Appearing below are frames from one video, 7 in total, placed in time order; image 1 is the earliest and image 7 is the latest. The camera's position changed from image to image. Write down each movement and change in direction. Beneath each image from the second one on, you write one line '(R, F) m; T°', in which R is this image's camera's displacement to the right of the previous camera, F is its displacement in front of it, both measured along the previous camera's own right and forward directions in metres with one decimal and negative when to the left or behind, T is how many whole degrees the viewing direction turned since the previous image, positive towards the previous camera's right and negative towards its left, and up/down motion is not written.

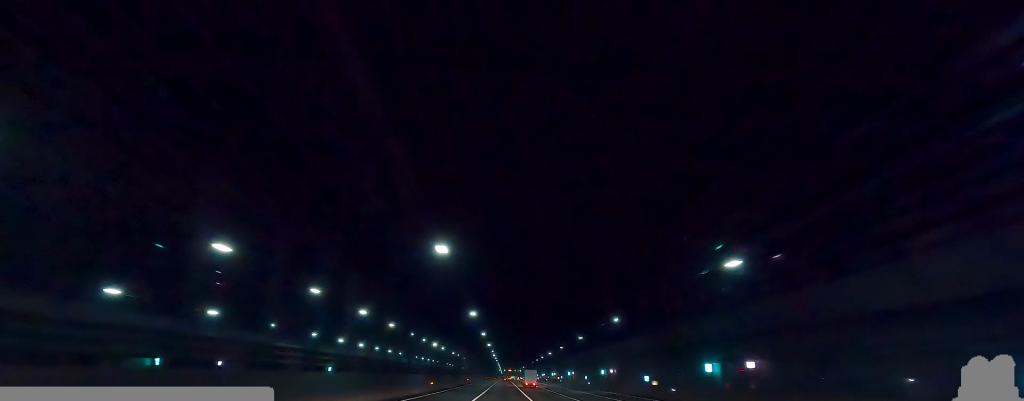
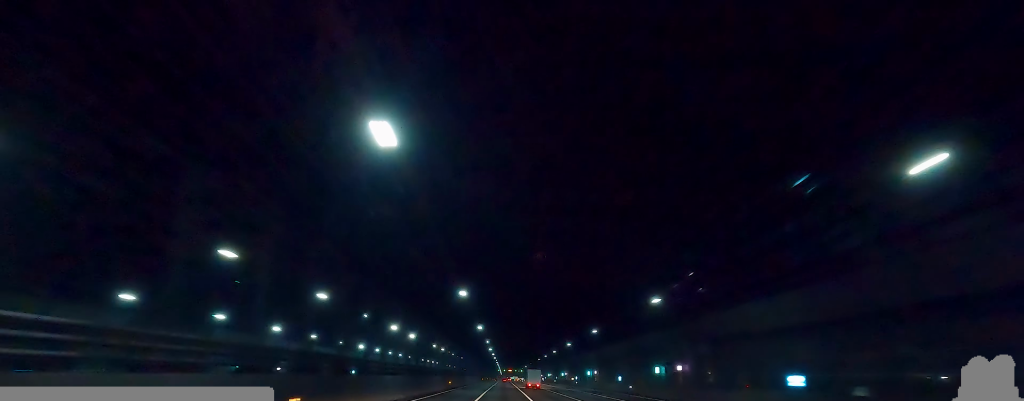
(+0.2, +32.3) m; -3°
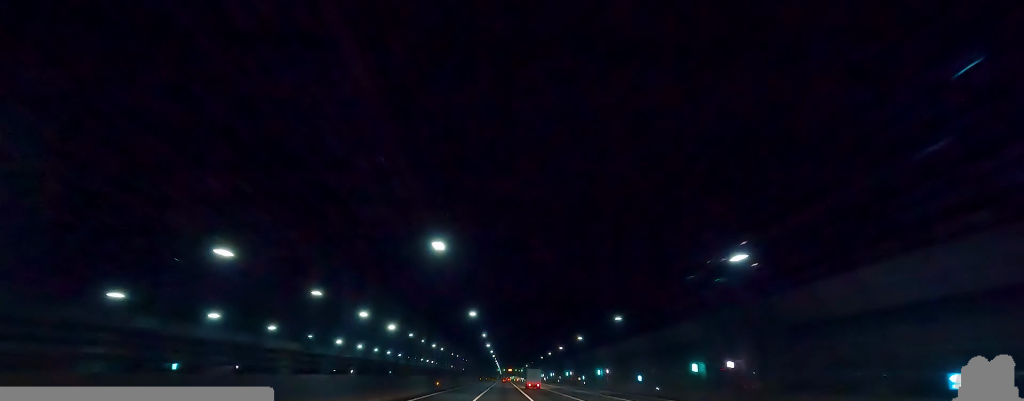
(-0.4, +11.7) m; -1°
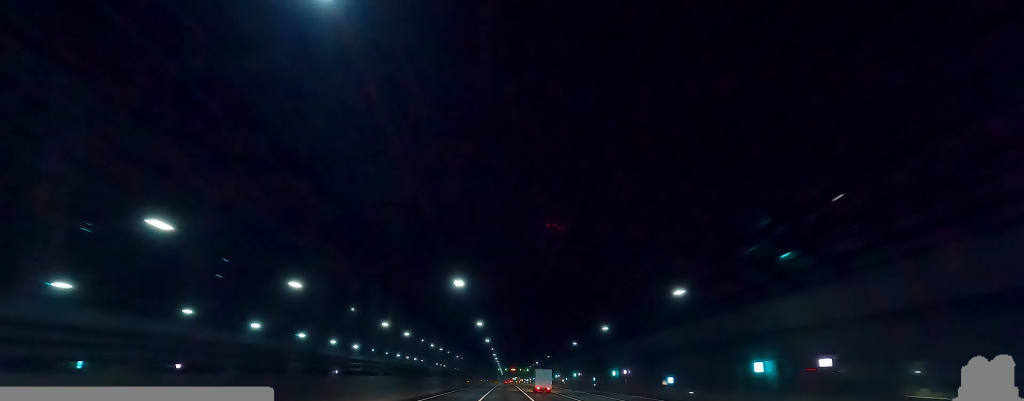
(-0.6, +59.2) m; 0°
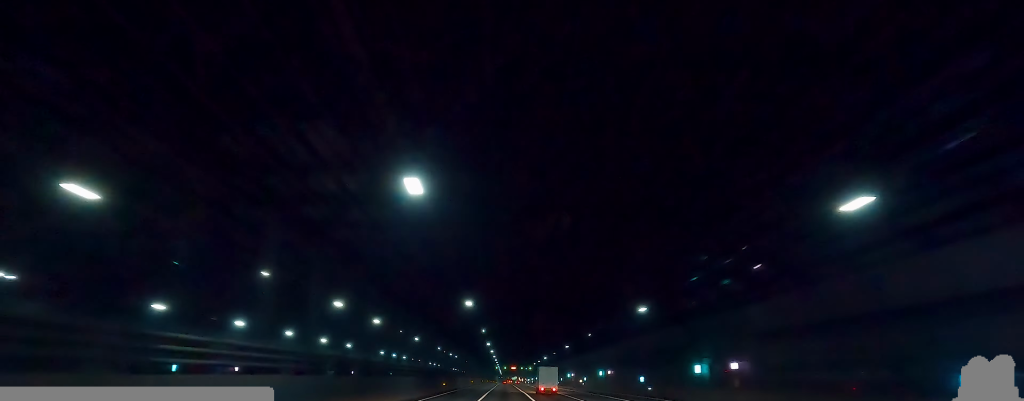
(+0.5, +37.0) m; +3°
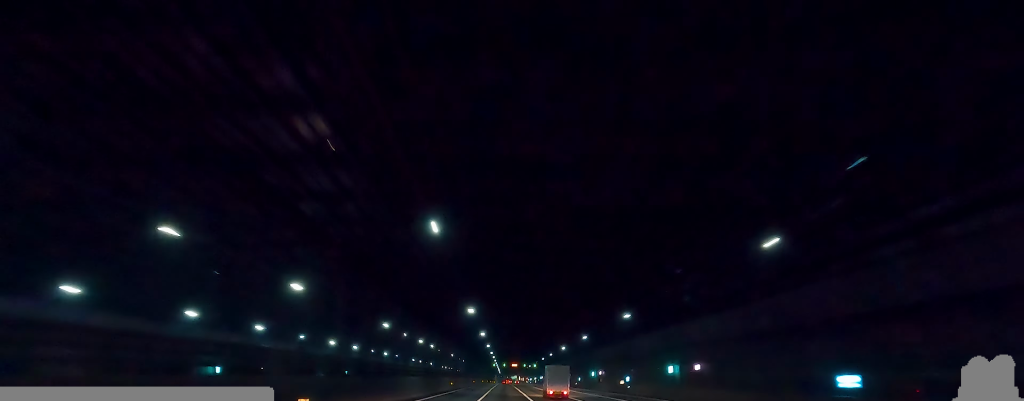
(+0.2, +41.1) m; 0°
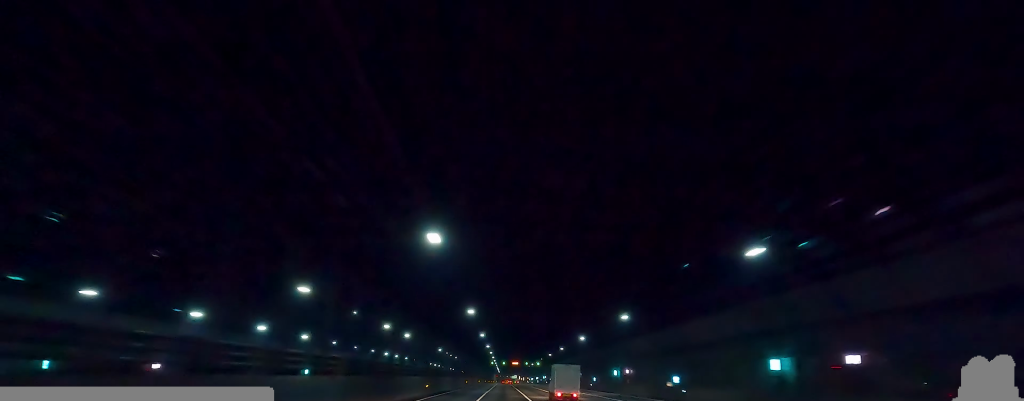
(-0.1, +21.6) m; 0°
